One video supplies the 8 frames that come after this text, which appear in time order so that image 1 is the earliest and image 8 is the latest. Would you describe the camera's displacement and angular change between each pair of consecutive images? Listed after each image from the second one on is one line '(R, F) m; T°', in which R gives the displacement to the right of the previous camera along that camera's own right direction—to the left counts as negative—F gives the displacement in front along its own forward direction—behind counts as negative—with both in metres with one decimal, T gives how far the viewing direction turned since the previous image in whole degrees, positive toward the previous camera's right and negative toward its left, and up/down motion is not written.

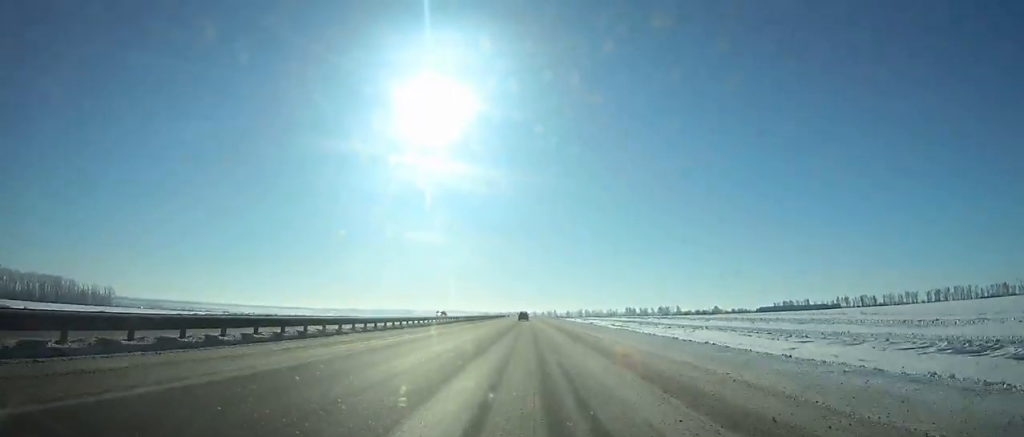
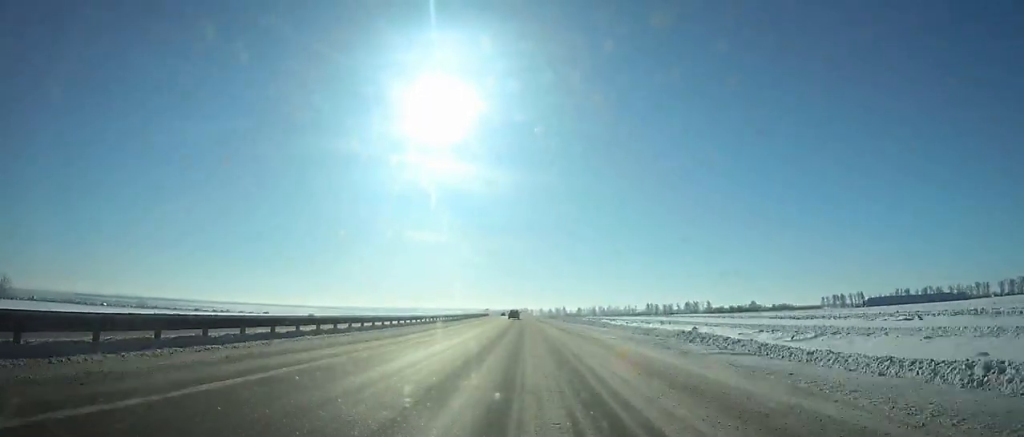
(-0.6, +151.1) m; -1°
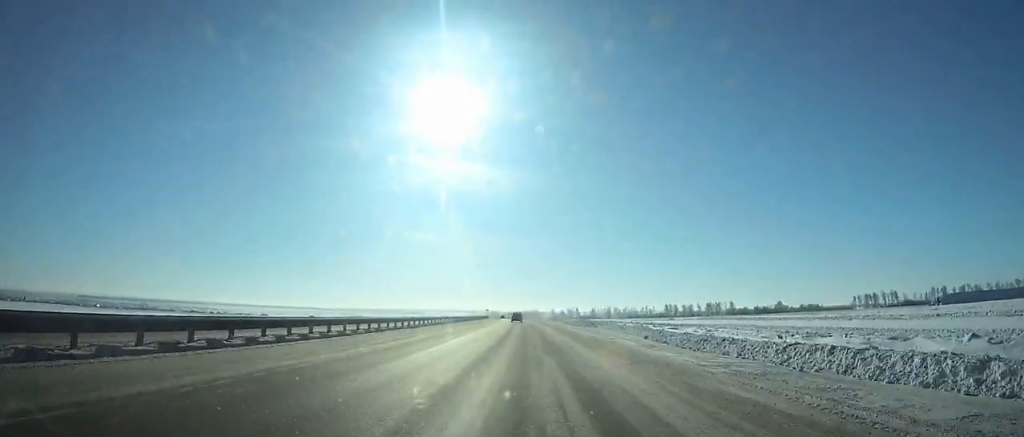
(-0.2, +56.8) m; -1°
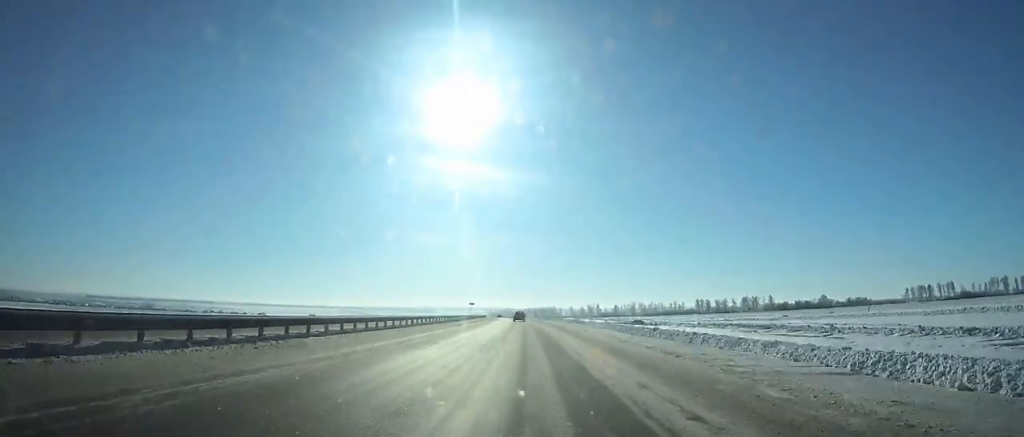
(-0.9, +84.0) m; -1°
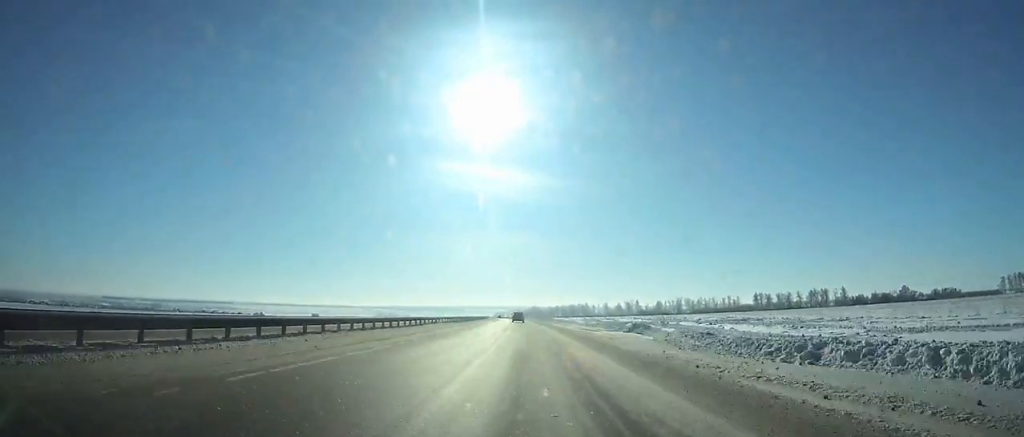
(-2.3, +119.8) m; -2°
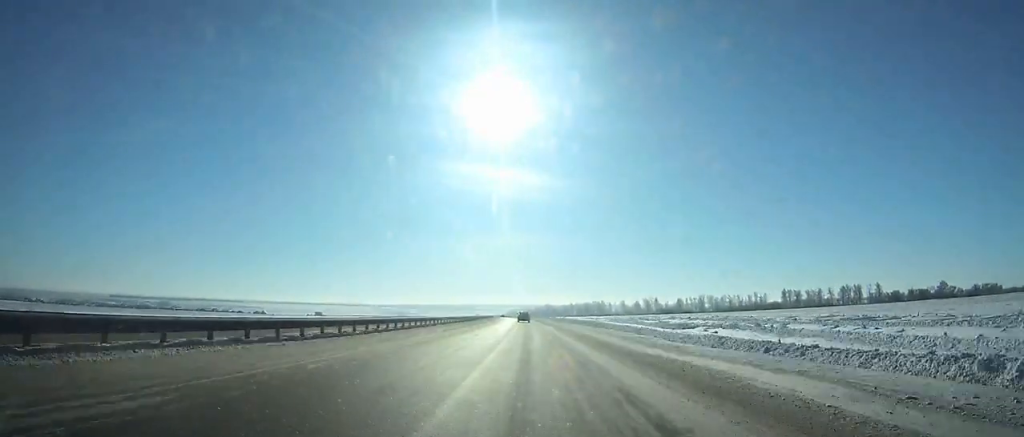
(-0.4, +43.8) m; -1°
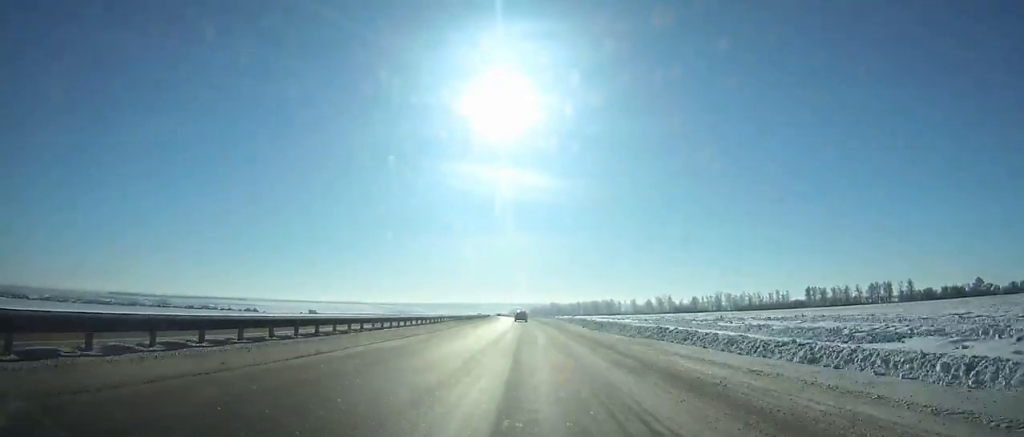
(-0.4, +46.5) m; -1°
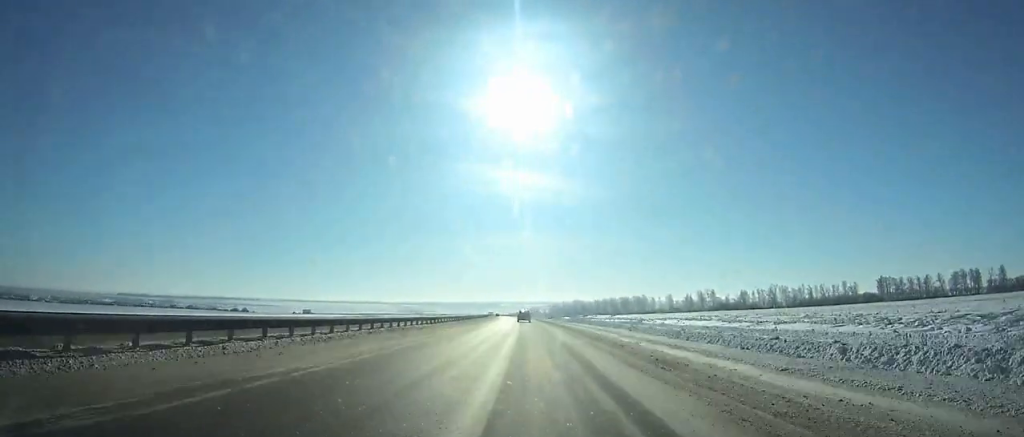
(-1.4, +98.4) m; -2°
